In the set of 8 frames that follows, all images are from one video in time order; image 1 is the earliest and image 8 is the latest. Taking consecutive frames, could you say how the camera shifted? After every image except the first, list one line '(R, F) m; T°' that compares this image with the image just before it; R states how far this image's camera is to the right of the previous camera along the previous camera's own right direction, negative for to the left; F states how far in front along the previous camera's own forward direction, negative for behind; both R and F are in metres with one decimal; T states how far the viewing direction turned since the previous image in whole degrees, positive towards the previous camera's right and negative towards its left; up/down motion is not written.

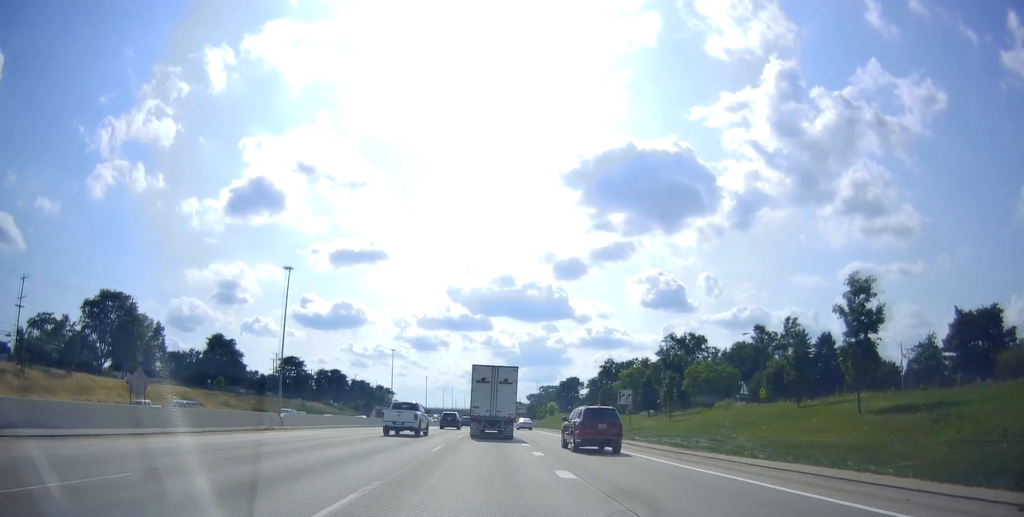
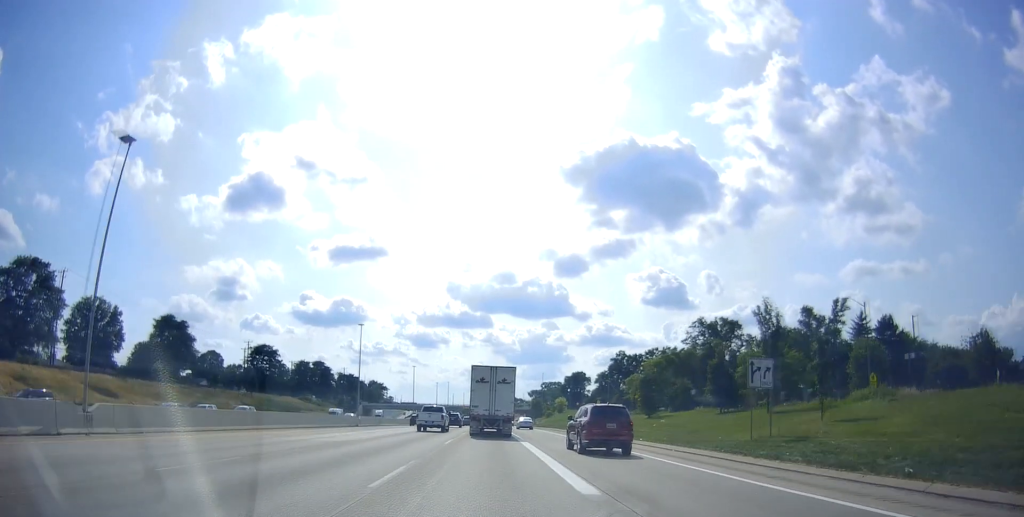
(-0.3, +25.3) m; -1°
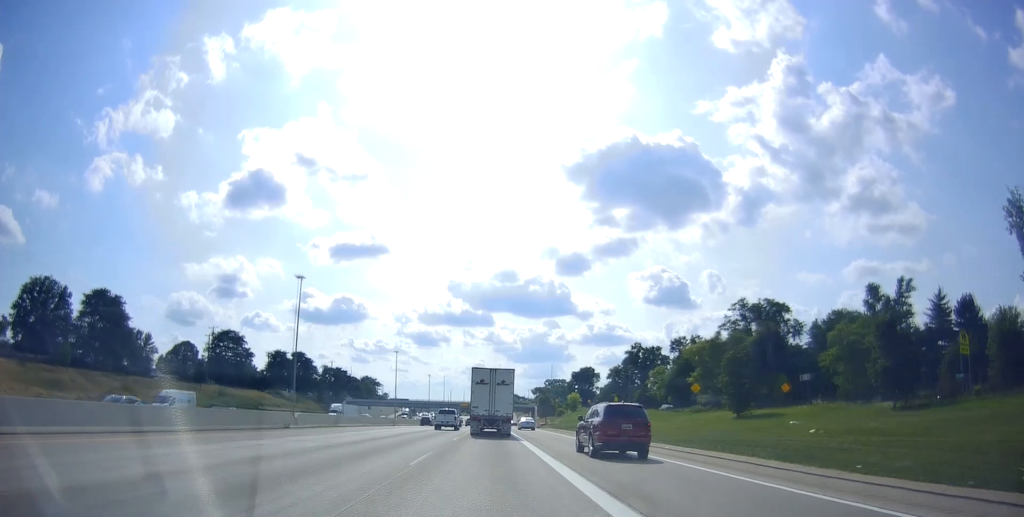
(+0.1, +25.6) m; +1°
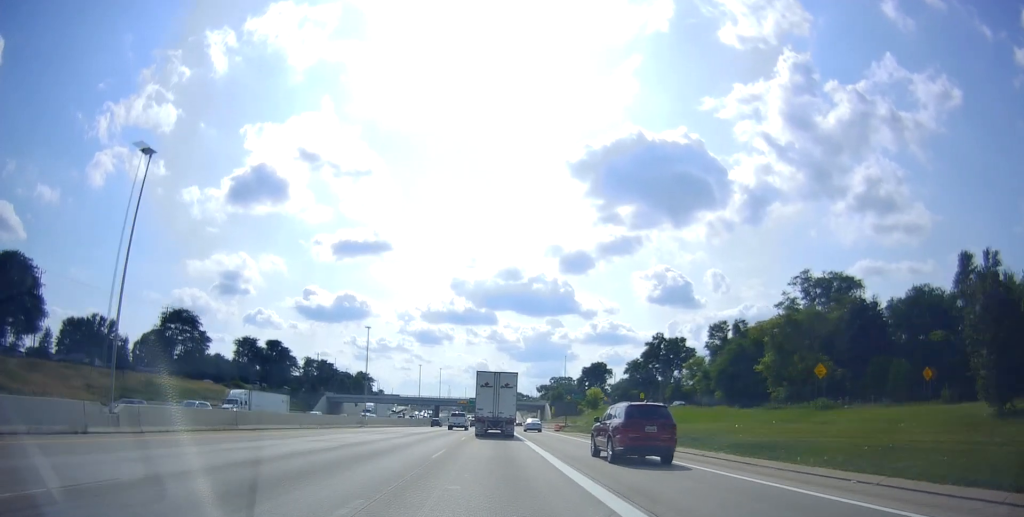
(+0.2, +26.8) m; -1°
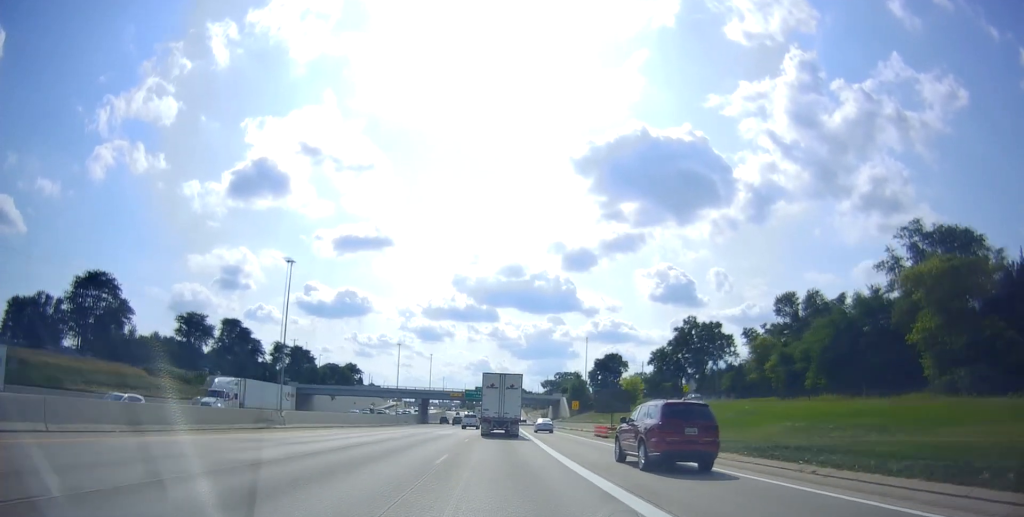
(-0.5, +32.0) m; 0°
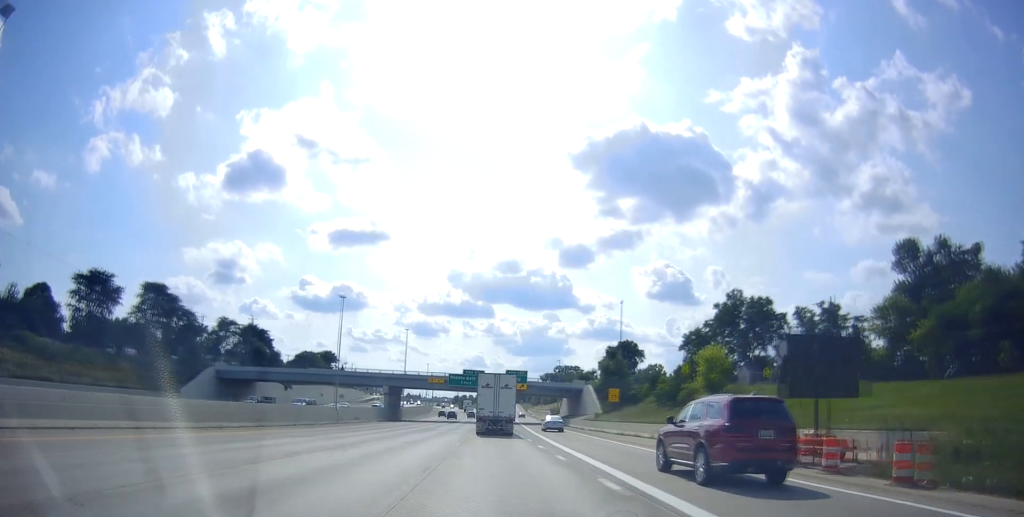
(+0.2, +36.2) m; -1°
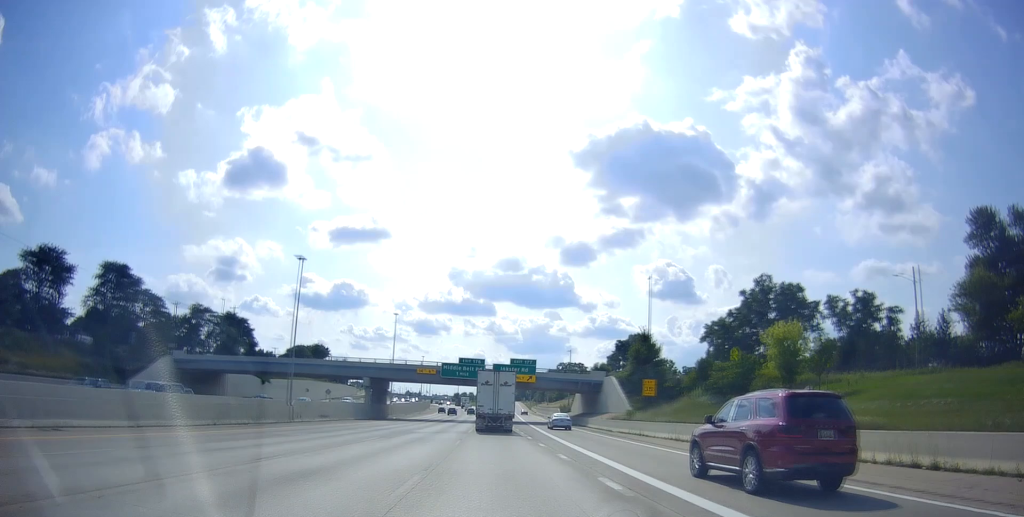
(-0.1, +15.1) m; 0°
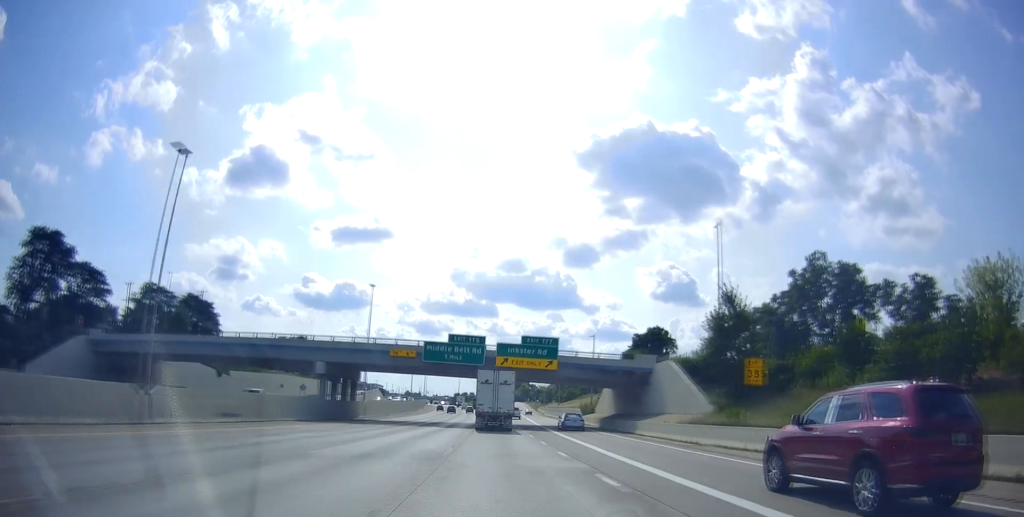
(0.0, +22.1) m; +2°
